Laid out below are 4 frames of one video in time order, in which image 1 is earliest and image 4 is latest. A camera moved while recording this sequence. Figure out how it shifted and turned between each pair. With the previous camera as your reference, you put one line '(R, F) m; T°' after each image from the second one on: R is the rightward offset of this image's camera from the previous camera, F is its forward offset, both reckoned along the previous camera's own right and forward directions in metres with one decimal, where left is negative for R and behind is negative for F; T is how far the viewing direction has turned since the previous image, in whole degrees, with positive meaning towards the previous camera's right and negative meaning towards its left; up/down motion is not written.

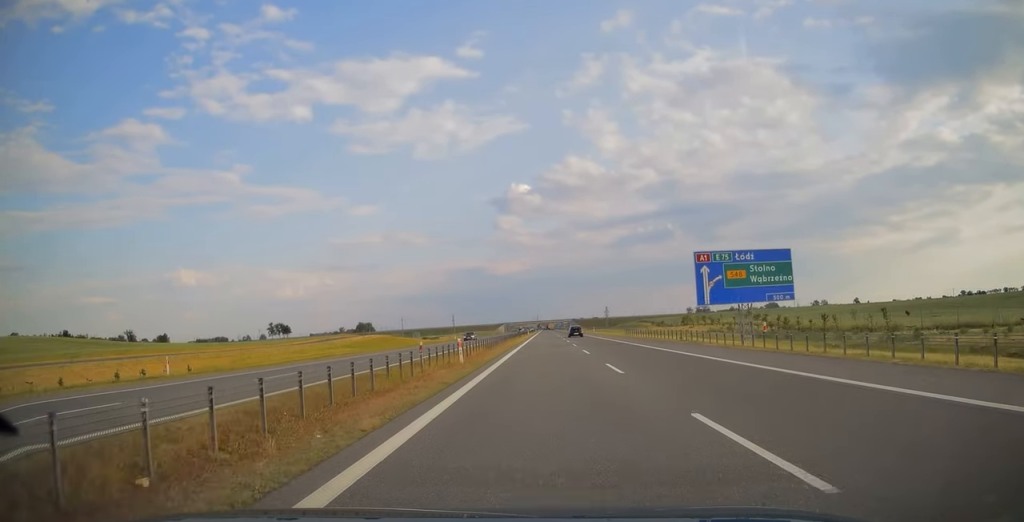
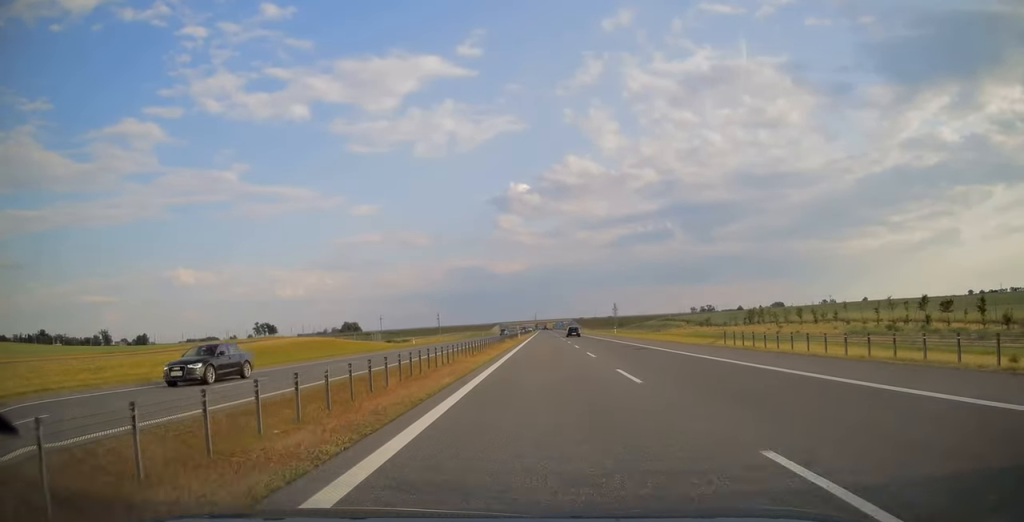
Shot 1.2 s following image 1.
(-0.1, +39.2) m; 0°
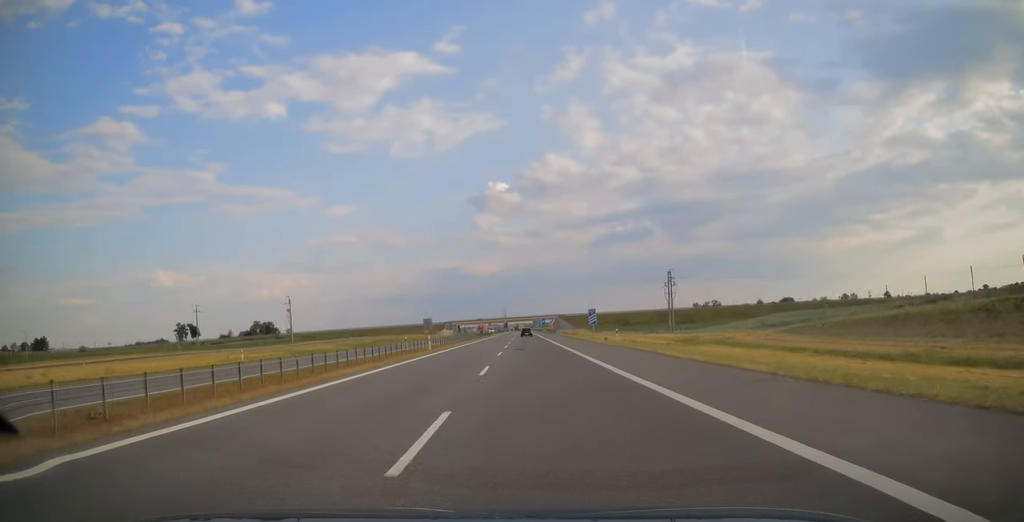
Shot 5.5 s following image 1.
(+2.6, +141.8) m; +2°
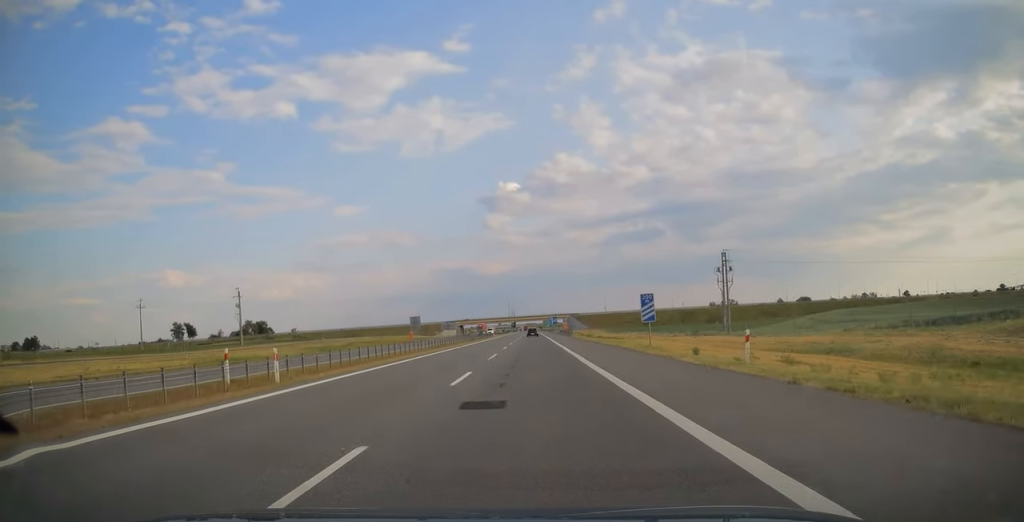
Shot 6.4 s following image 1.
(0.0, +27.3) m; 0°
